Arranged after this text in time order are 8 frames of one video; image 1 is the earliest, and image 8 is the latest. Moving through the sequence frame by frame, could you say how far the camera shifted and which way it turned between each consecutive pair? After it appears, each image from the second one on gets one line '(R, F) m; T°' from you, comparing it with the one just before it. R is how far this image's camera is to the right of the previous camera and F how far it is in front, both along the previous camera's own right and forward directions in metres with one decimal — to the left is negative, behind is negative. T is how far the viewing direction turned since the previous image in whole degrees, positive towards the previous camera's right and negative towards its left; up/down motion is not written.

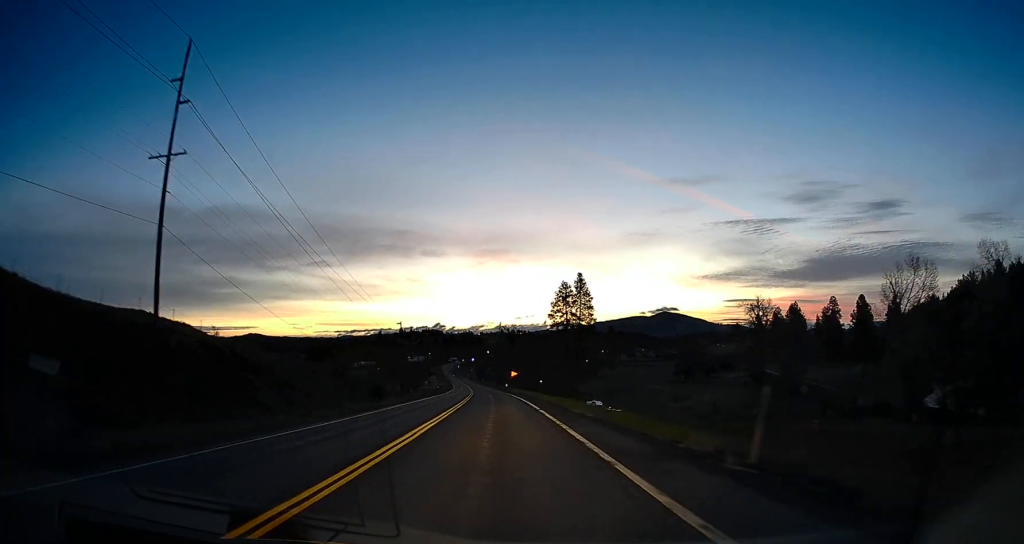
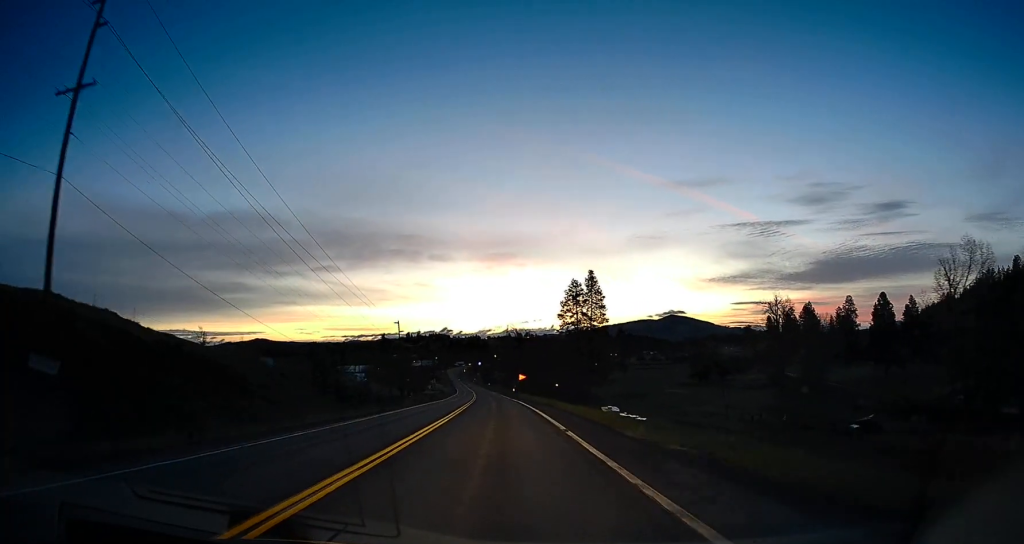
(-0.1, +10.5) m; -1°
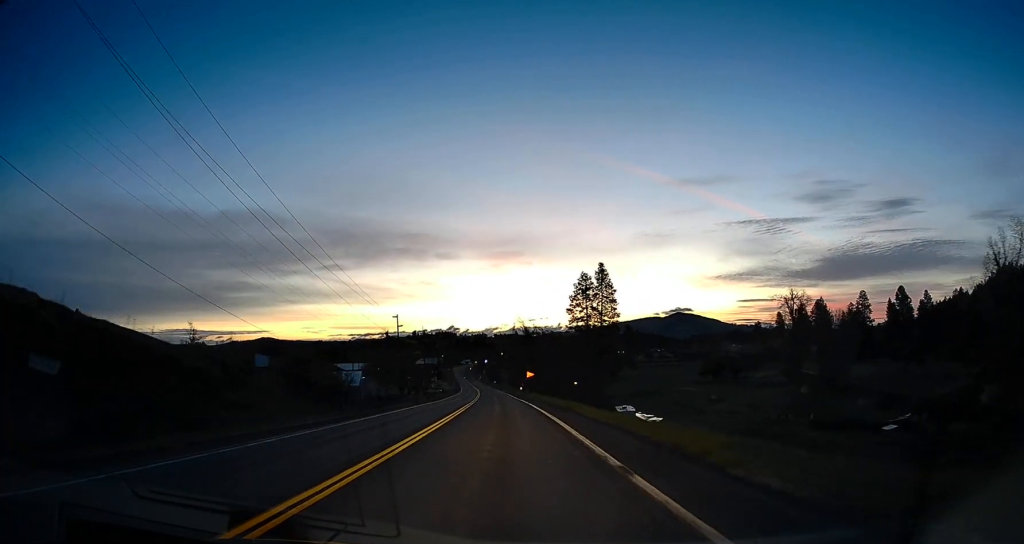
(-0.1, +8.1) m; -1°
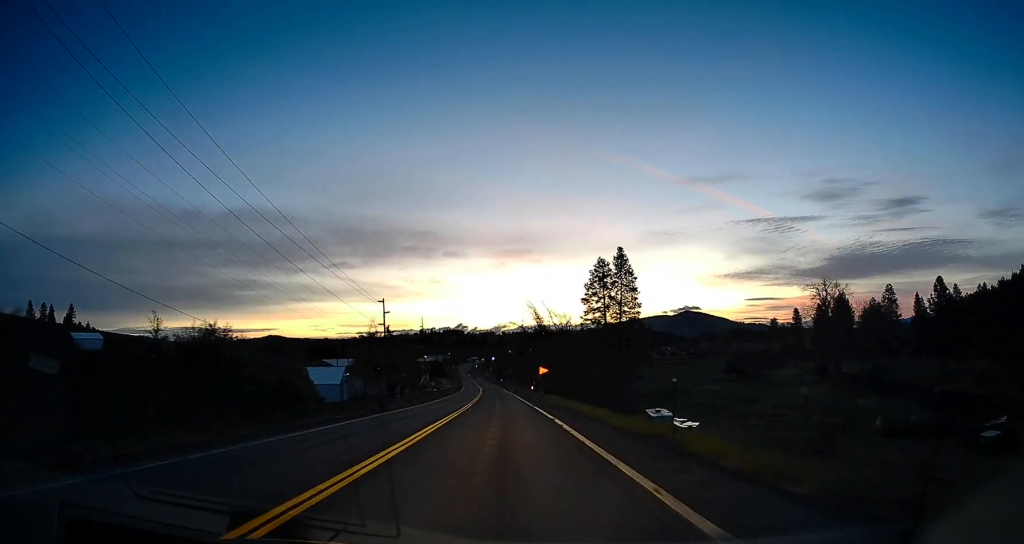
(-0.2, +18.6) m; -1°
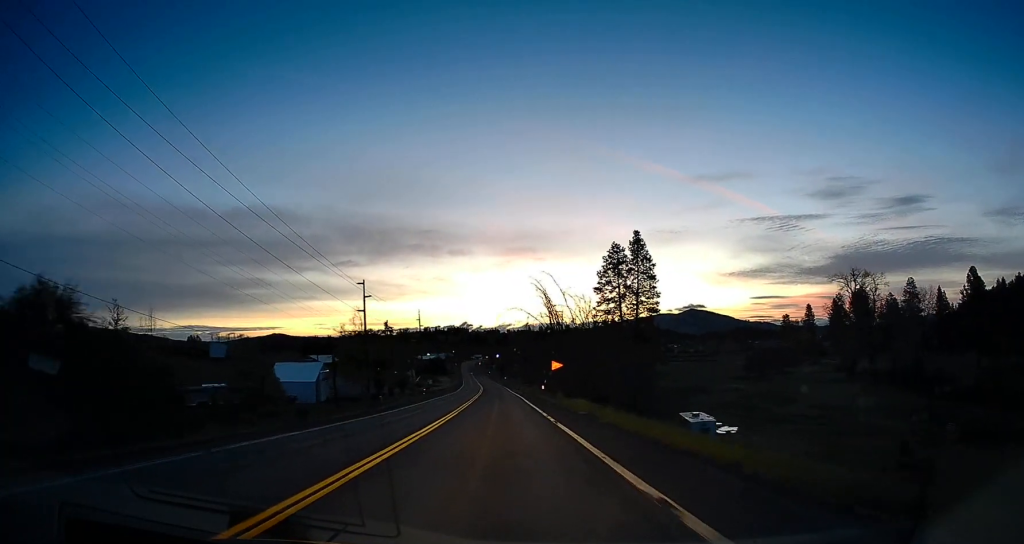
(0.0, +15.5) m; -2°
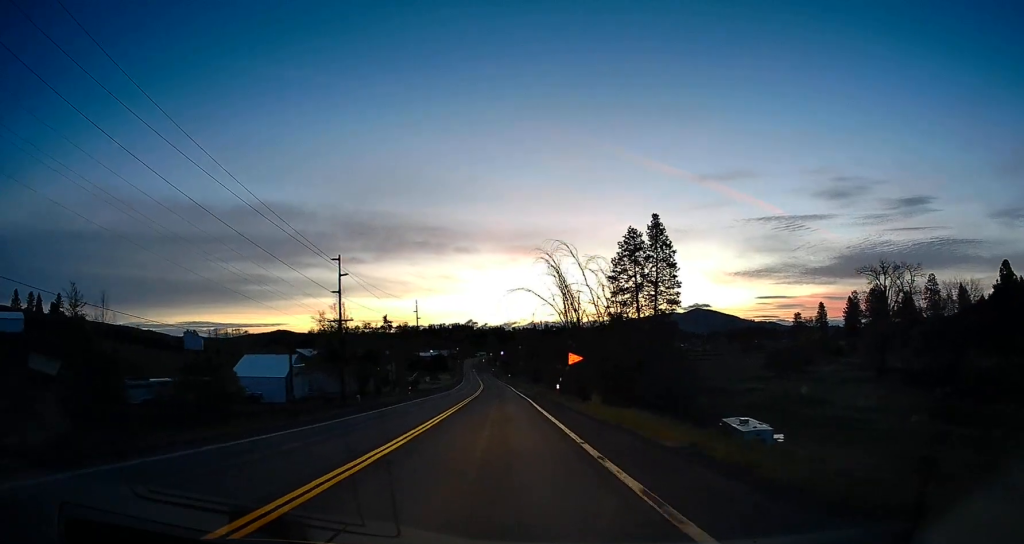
(-0.3, +13.6) m; -1°
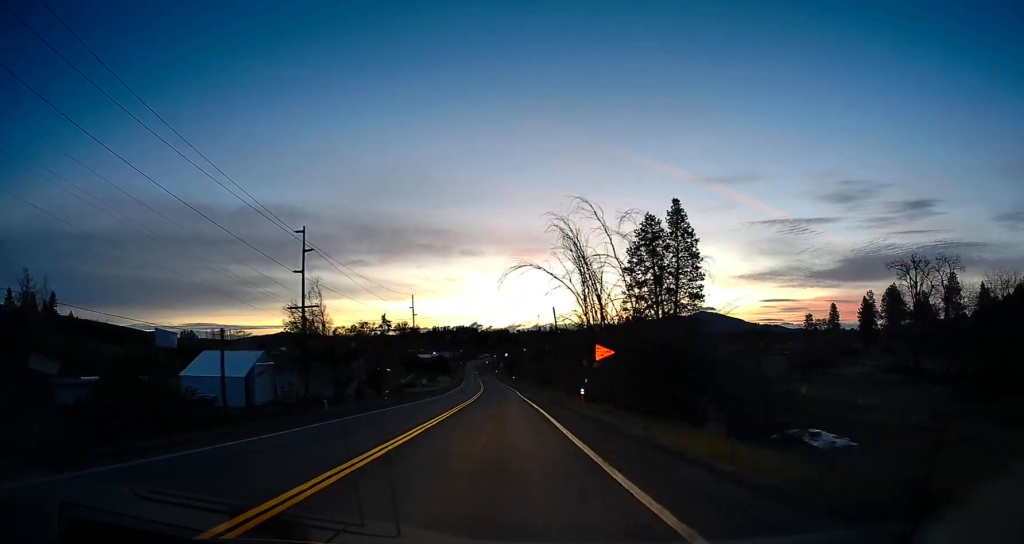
(-0.3, +13.0) m; 0°
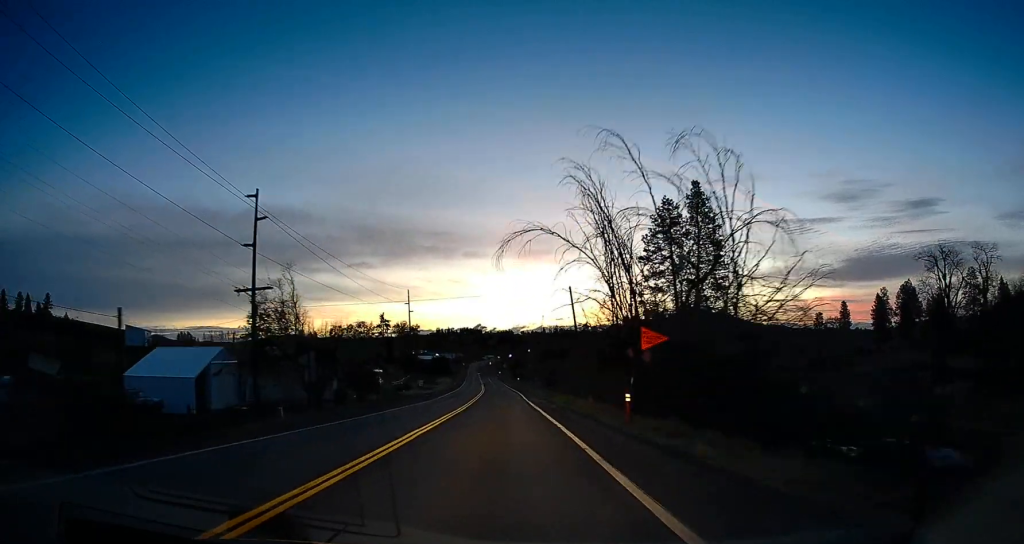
(+0.3, +11.1) m; 0°
